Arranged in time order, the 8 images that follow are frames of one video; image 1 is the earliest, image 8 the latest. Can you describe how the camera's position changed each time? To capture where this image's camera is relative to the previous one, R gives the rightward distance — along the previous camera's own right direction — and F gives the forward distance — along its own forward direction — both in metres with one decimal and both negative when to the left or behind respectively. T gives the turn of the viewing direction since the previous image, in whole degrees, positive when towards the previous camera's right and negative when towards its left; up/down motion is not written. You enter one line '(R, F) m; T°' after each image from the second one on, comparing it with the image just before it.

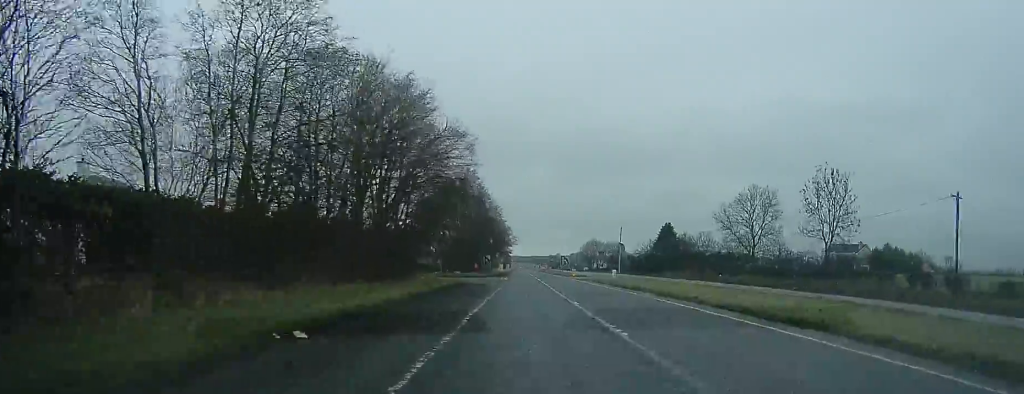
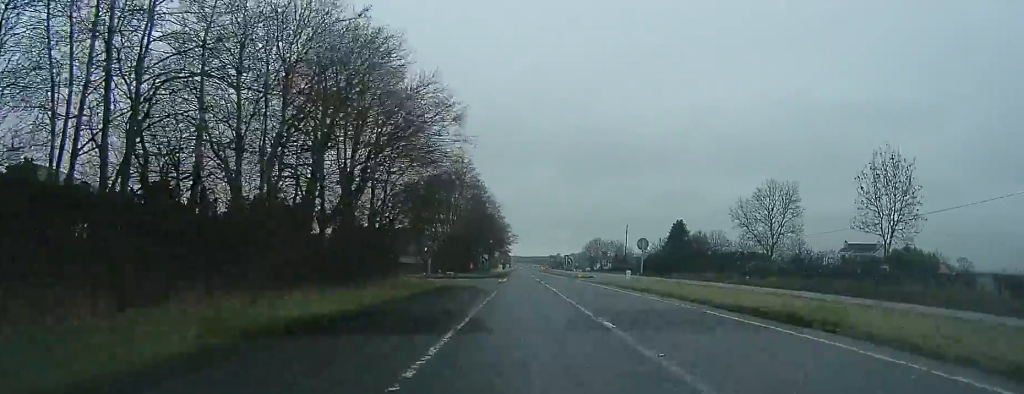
(-0.1, +7.5) m; 0°
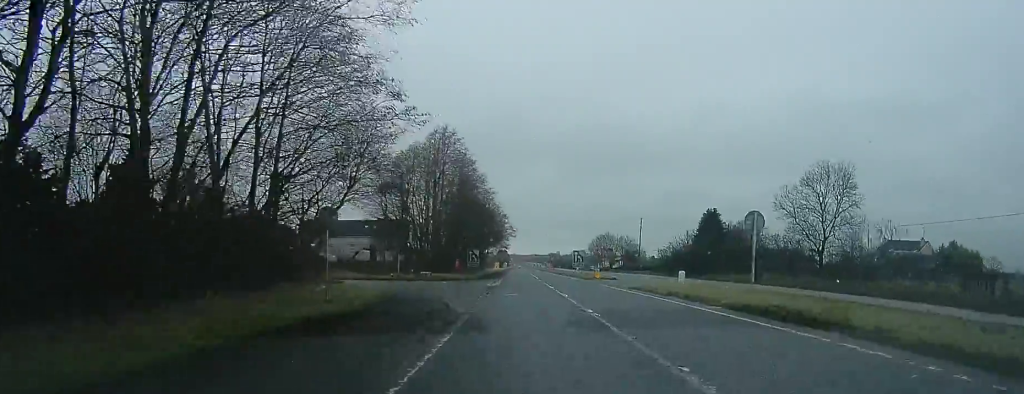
(+0.3, +16.3) m; 0°
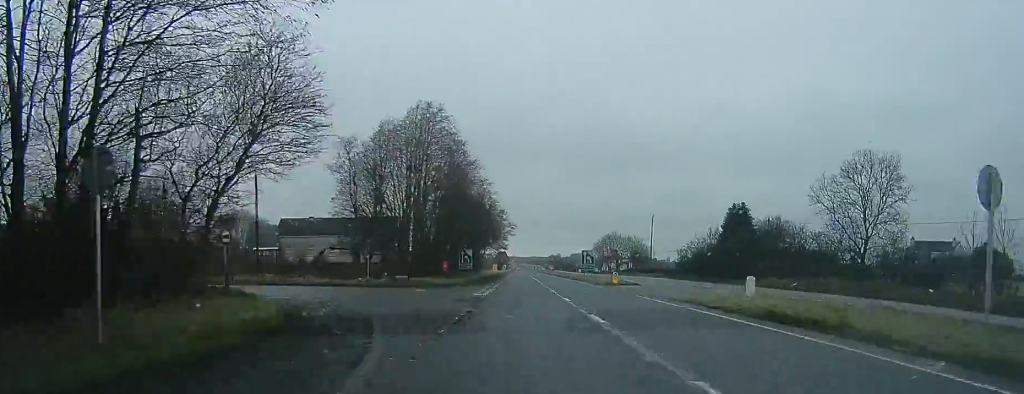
(-0.2, +9.9) m; 0°
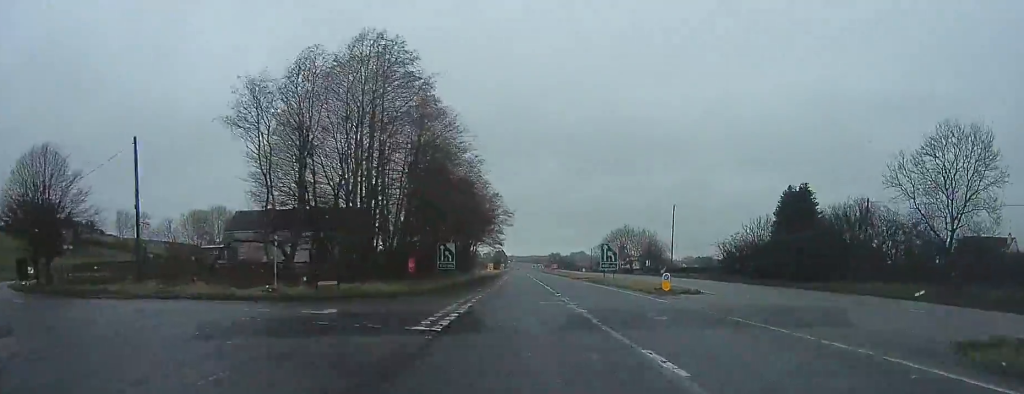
(0.0, +15.2) m; 0°
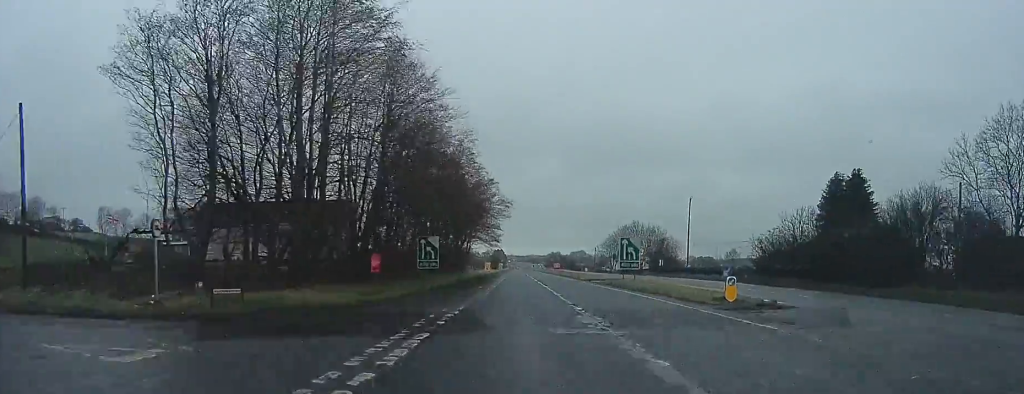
(+0.2, +8.9) m; 0°
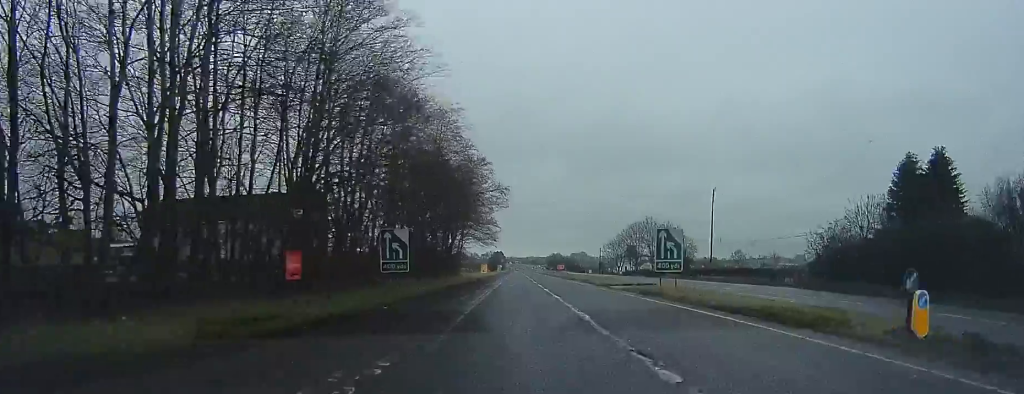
(-0.1, +10.0) m; 0°
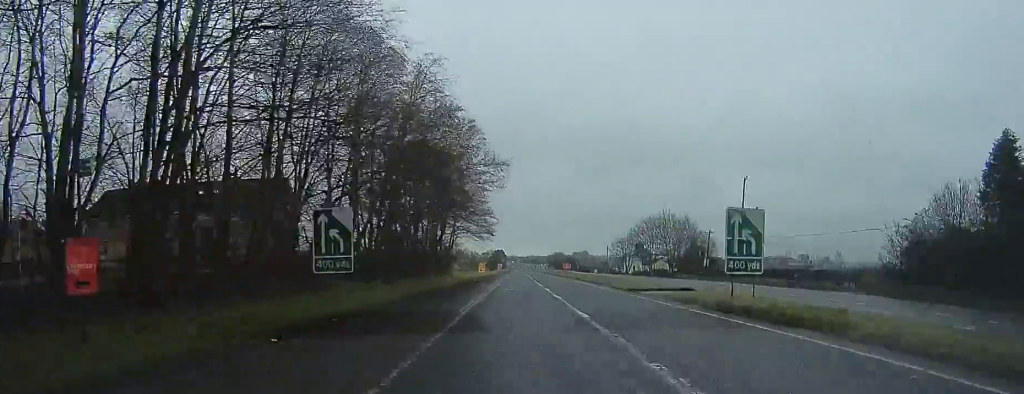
(-0.1, +9.4) m; 0°
